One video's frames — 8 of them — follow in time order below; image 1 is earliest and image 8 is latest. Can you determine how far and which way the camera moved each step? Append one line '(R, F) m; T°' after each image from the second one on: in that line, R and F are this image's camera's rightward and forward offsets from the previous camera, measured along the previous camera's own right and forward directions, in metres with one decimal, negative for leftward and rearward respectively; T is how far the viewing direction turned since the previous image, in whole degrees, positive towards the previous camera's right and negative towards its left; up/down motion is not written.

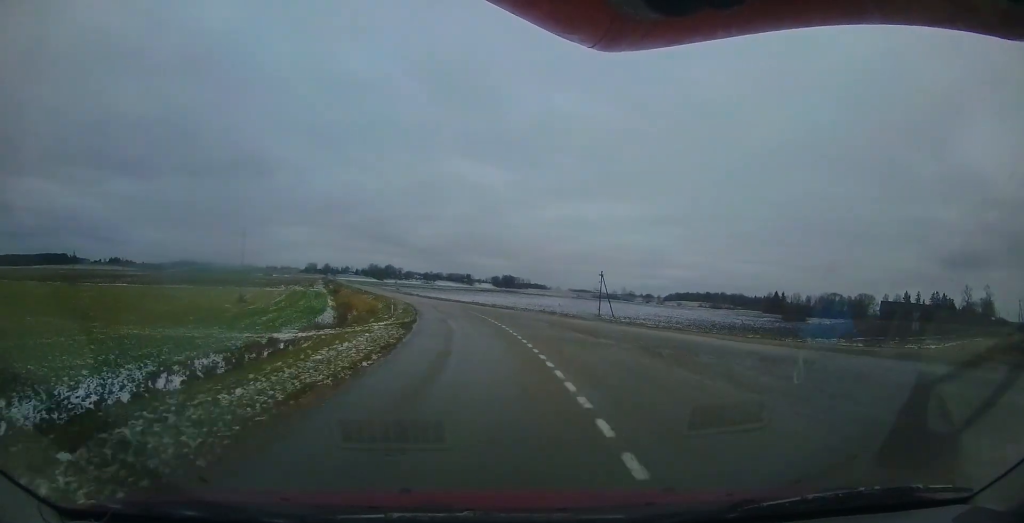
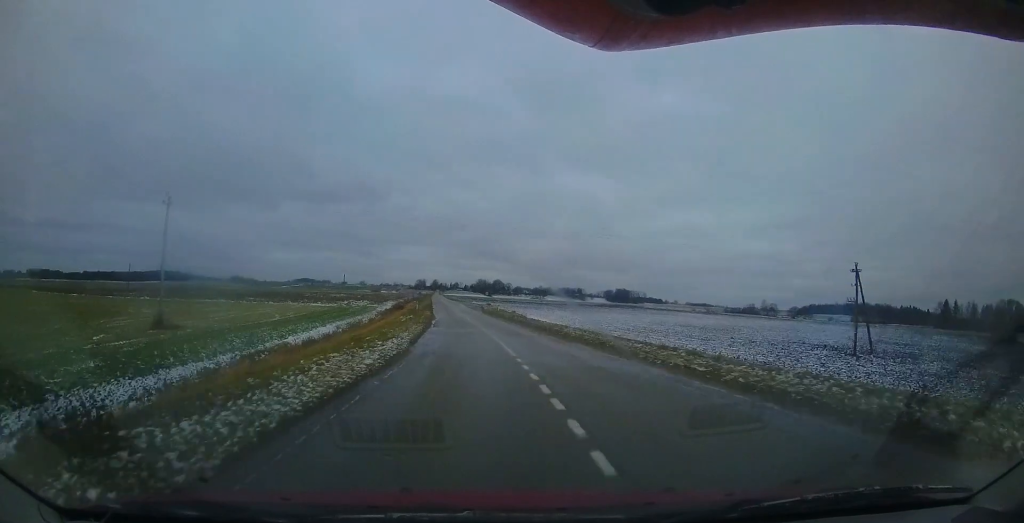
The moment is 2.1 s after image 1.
(-2.7, +31.0) m; -13°
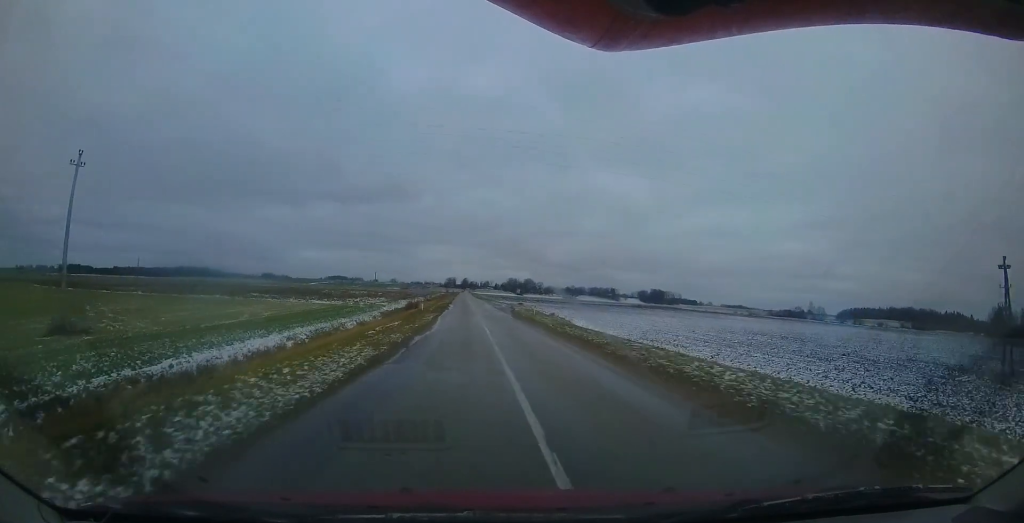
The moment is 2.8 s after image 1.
(-0.6, +11.4) m; -8°
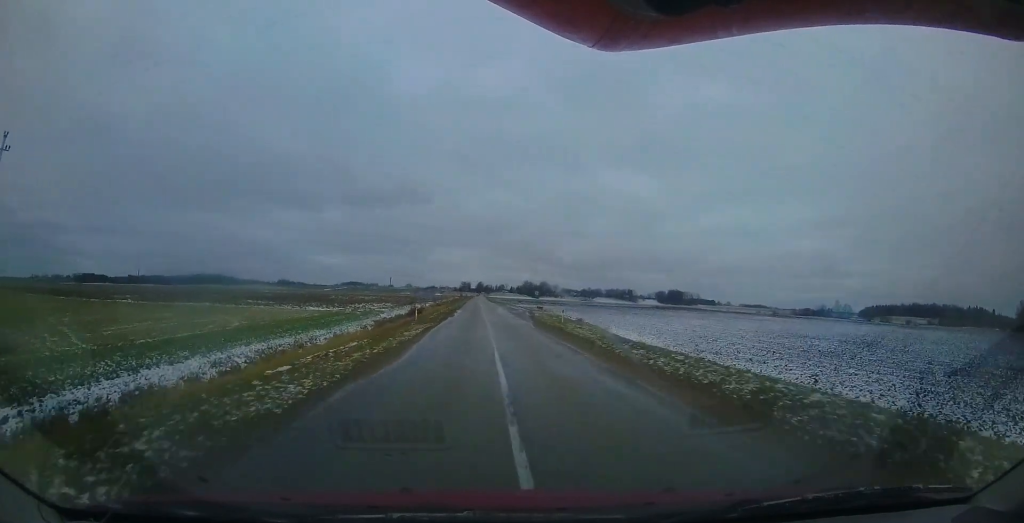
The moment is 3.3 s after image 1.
(-0.1, +6.9) m; -6°
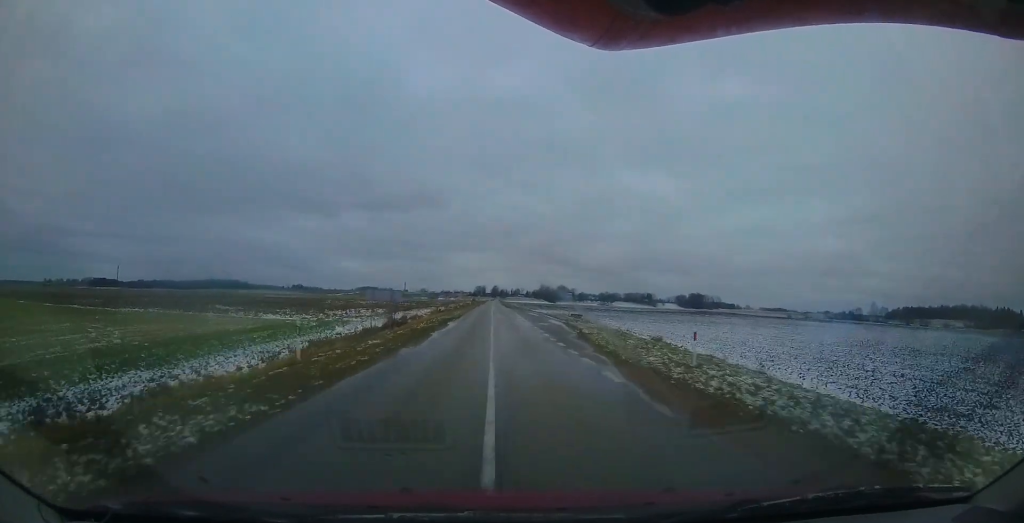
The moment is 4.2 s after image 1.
(-1.7, +14.6) m; -7°
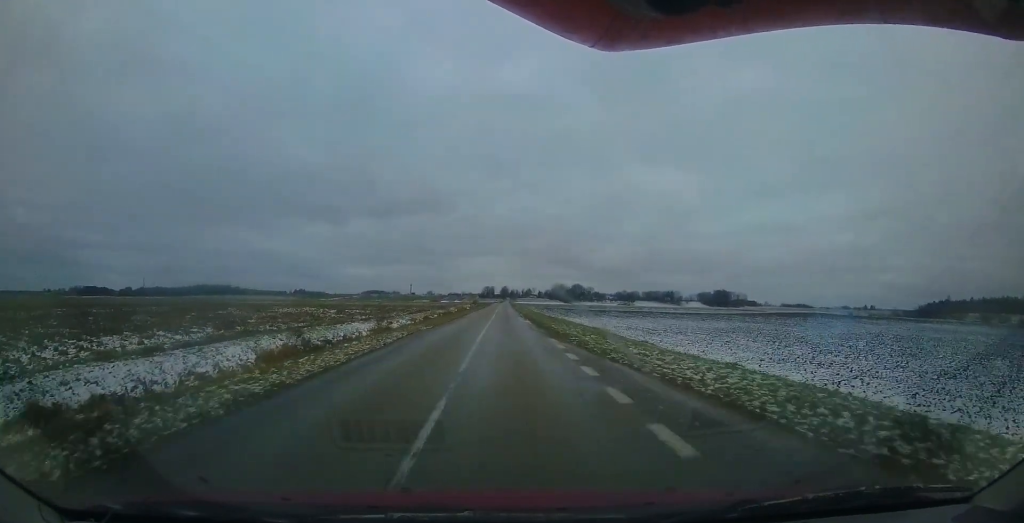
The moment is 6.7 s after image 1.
(-1.7, +44.7) m; -2°
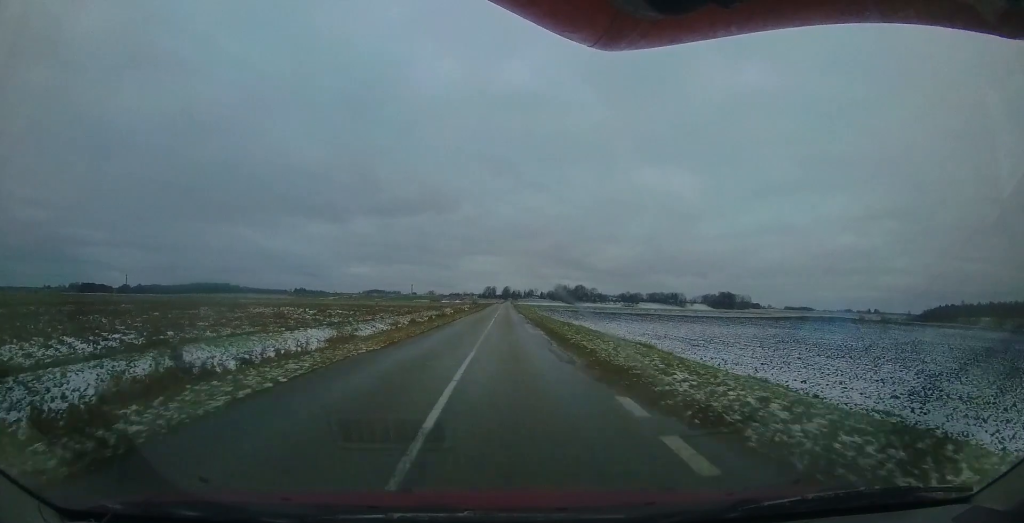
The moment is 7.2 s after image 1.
(0.0, +7.8) m; 0°
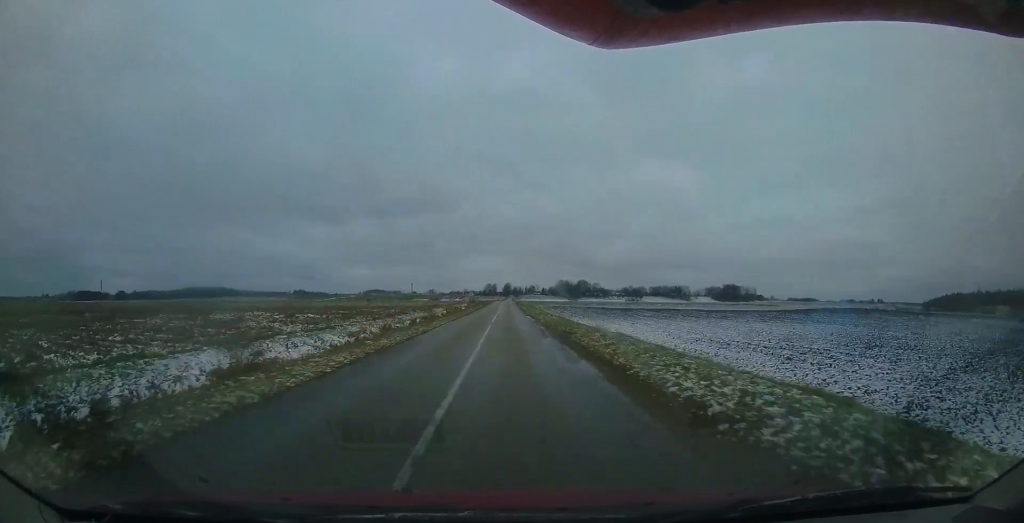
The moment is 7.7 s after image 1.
(0.0, +9.7) m; 0°
